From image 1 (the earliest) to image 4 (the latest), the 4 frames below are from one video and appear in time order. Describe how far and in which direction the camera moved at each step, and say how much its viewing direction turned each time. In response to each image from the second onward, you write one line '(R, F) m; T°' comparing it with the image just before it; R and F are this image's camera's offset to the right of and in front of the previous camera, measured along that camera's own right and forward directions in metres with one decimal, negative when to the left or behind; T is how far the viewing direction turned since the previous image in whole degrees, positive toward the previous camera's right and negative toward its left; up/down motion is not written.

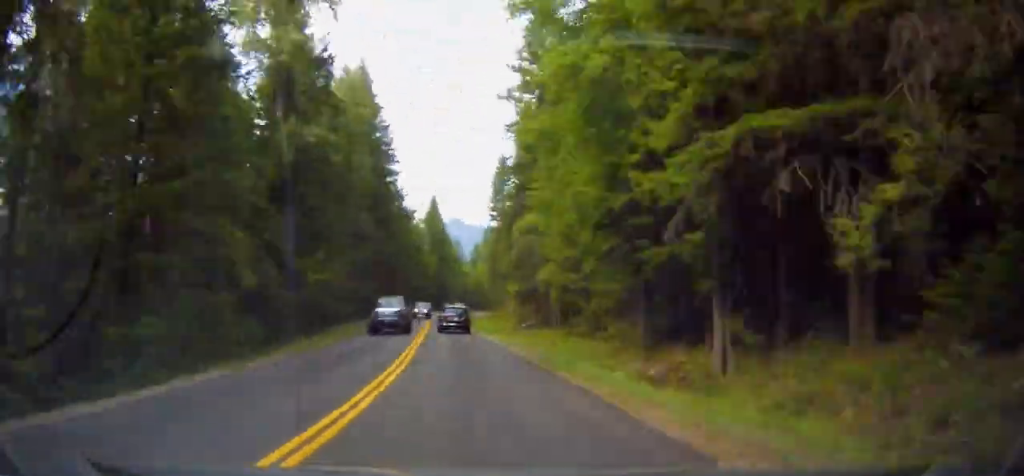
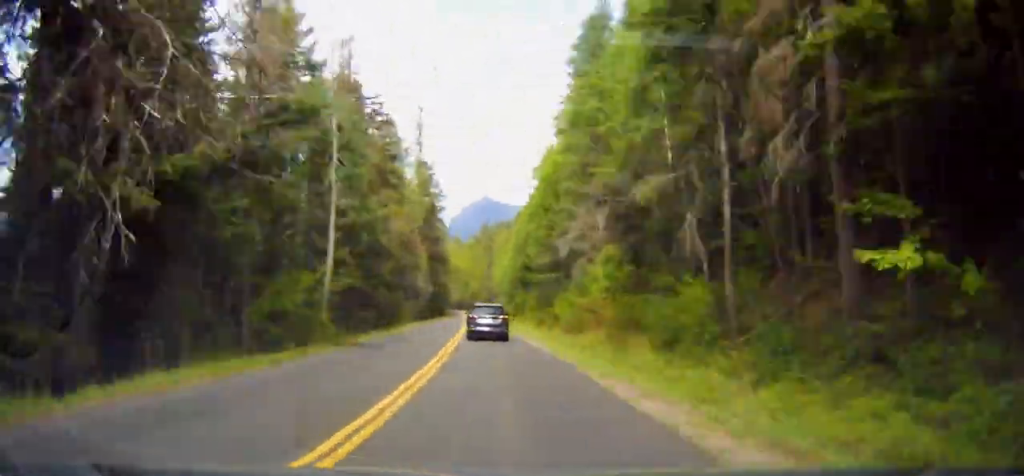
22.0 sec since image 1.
(+34.9, +374.2) m; -7°
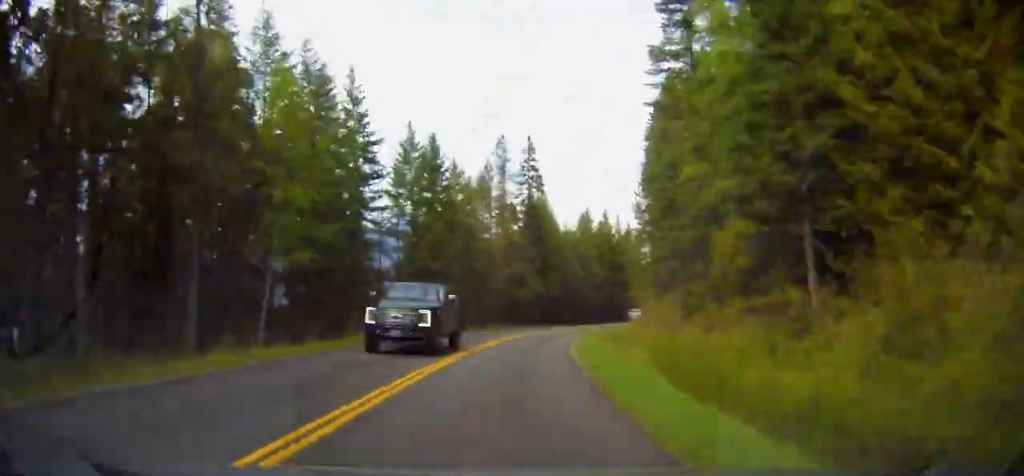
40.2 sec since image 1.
(+7.8, +335.0) m; -1°
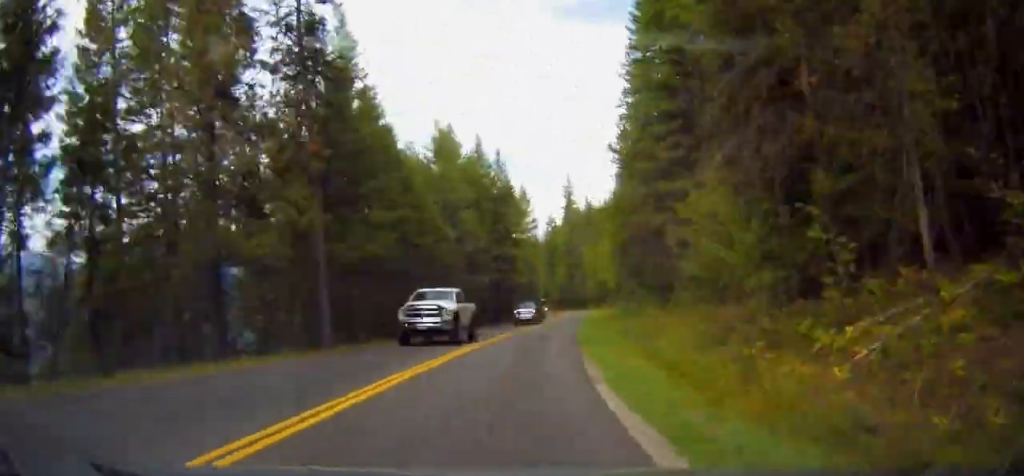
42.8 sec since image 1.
(+4.4, +47.0) m; +1°
